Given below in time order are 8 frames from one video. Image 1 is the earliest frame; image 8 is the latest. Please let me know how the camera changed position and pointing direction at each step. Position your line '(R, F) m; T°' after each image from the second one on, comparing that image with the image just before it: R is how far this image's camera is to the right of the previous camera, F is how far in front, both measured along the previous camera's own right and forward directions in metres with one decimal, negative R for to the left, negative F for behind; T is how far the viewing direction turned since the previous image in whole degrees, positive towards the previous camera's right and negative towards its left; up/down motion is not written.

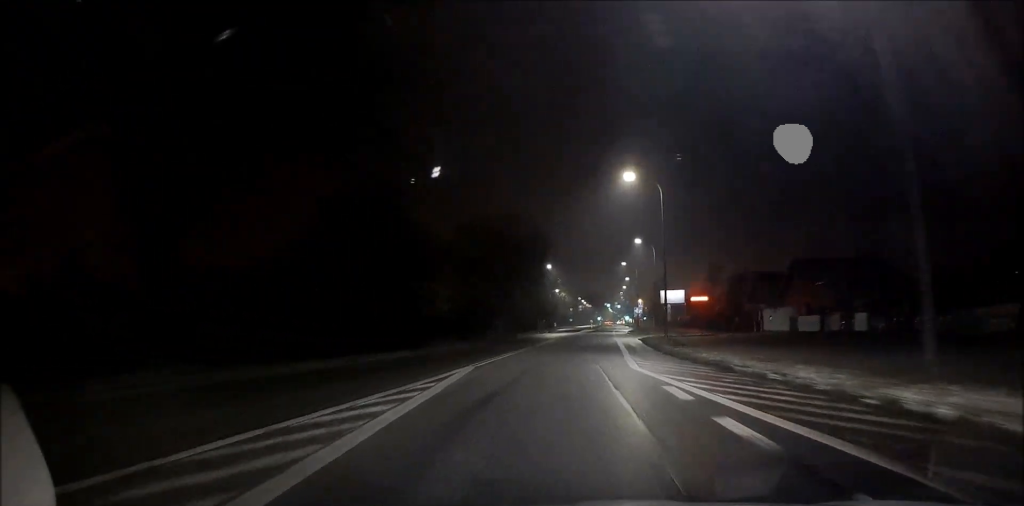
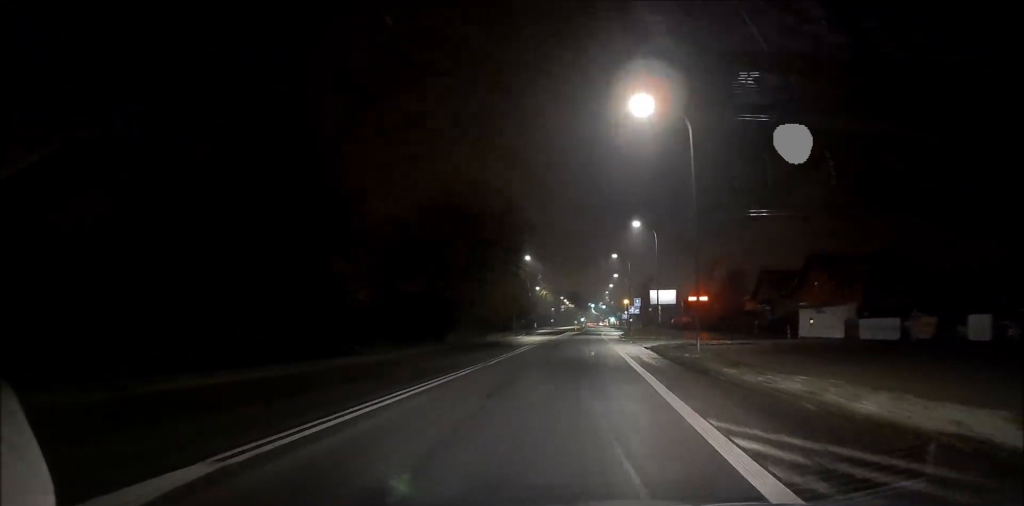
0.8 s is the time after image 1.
(-0.3, +12.9) m; 0°
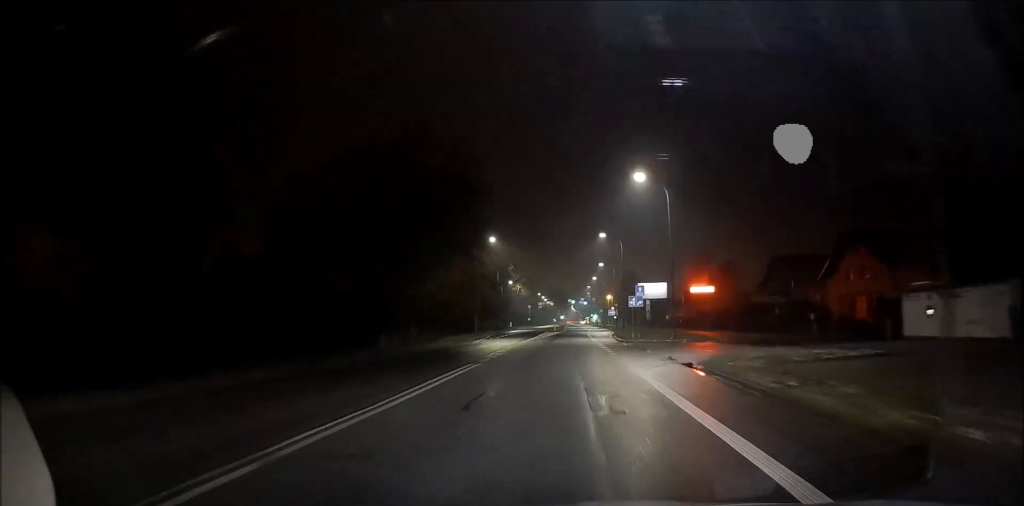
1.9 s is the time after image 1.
(+0.5, +16.9) m; +2°
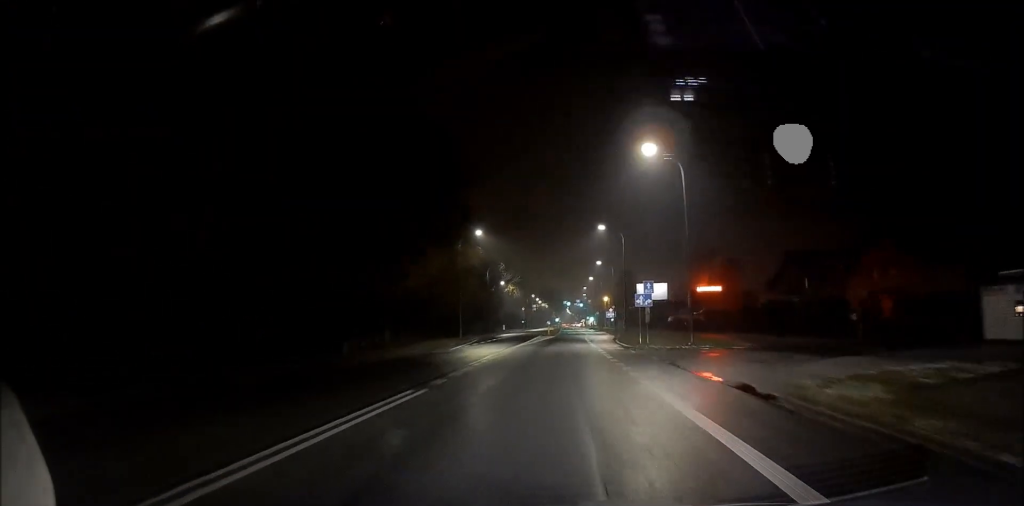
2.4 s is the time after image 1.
(0.0, +6.6) m; +1°
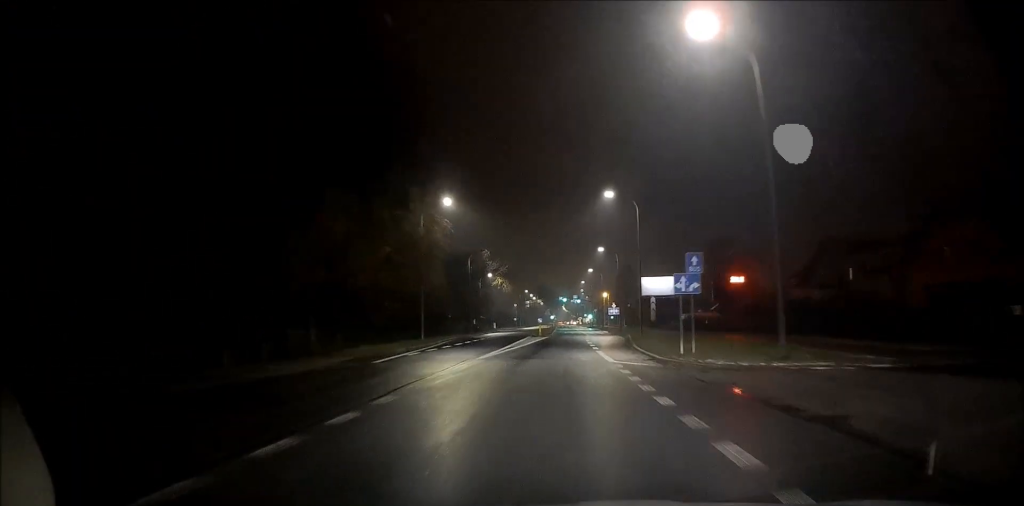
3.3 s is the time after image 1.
(+0.2, +13.7) m; +1°
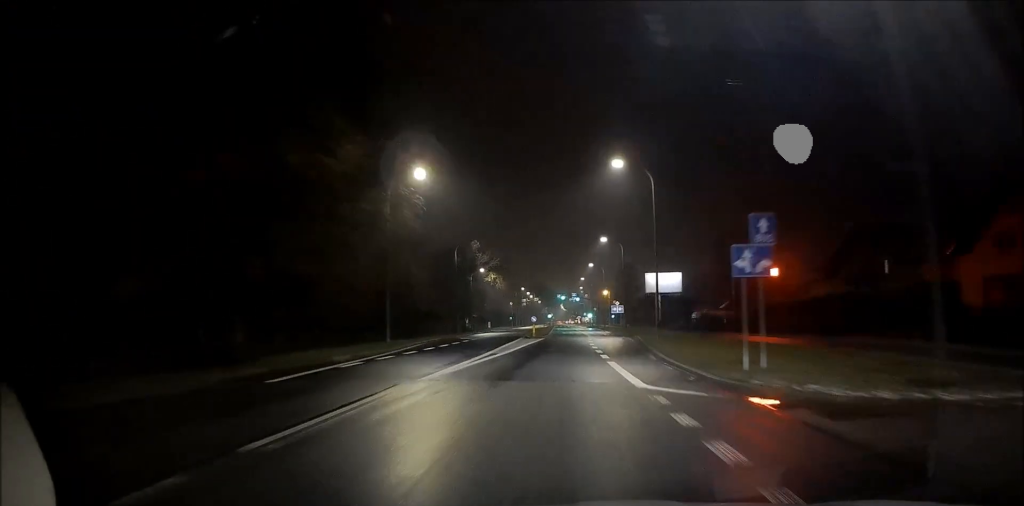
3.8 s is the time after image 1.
(+0.2, +8.1) m; 0°
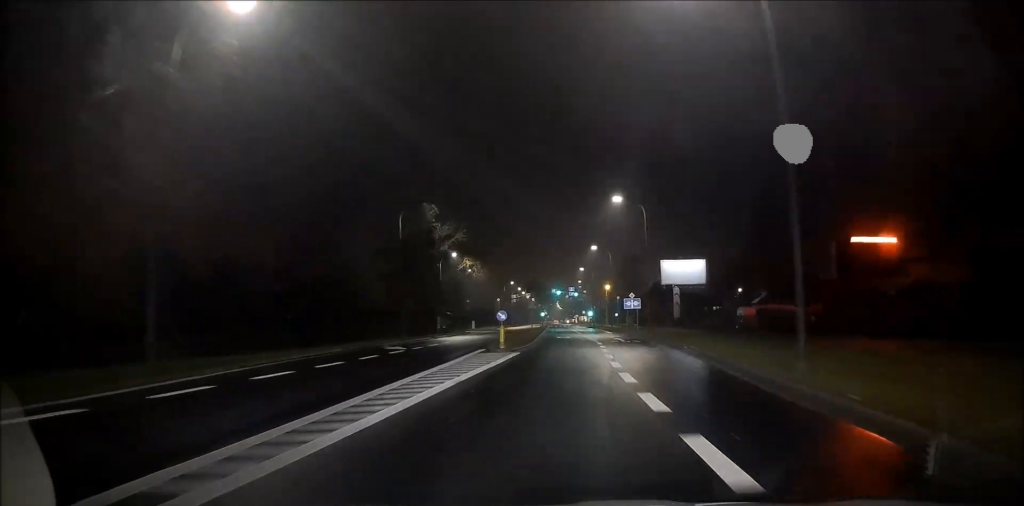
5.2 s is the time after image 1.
(-0.1, +21.1) m; +1°
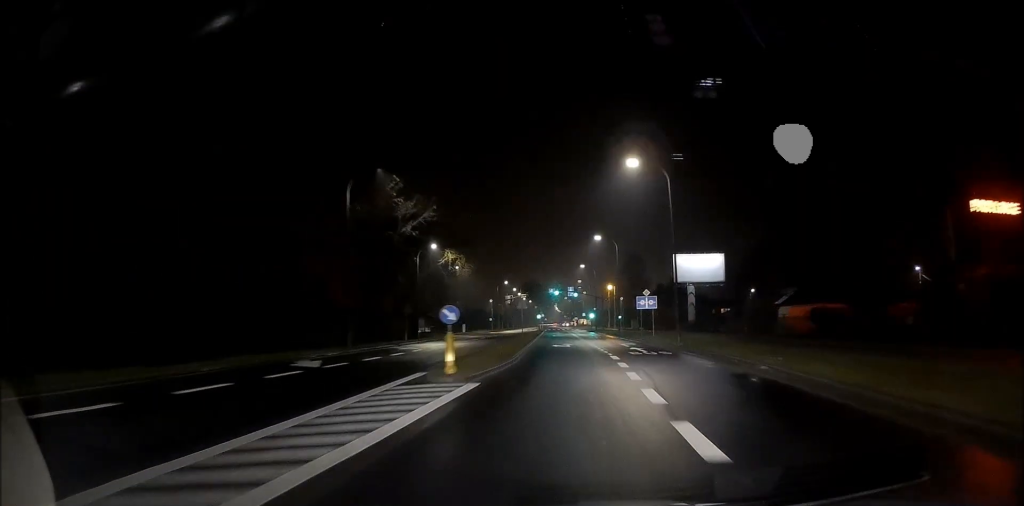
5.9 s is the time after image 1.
(+0.2, +11.0) m; +1°
